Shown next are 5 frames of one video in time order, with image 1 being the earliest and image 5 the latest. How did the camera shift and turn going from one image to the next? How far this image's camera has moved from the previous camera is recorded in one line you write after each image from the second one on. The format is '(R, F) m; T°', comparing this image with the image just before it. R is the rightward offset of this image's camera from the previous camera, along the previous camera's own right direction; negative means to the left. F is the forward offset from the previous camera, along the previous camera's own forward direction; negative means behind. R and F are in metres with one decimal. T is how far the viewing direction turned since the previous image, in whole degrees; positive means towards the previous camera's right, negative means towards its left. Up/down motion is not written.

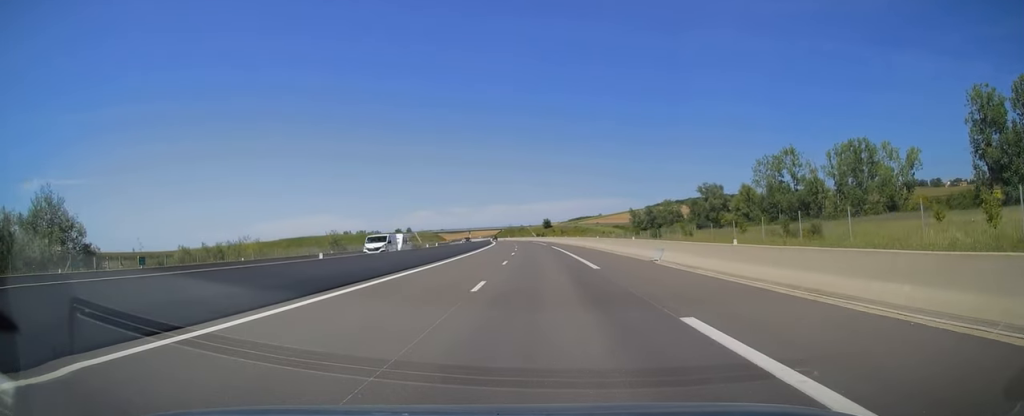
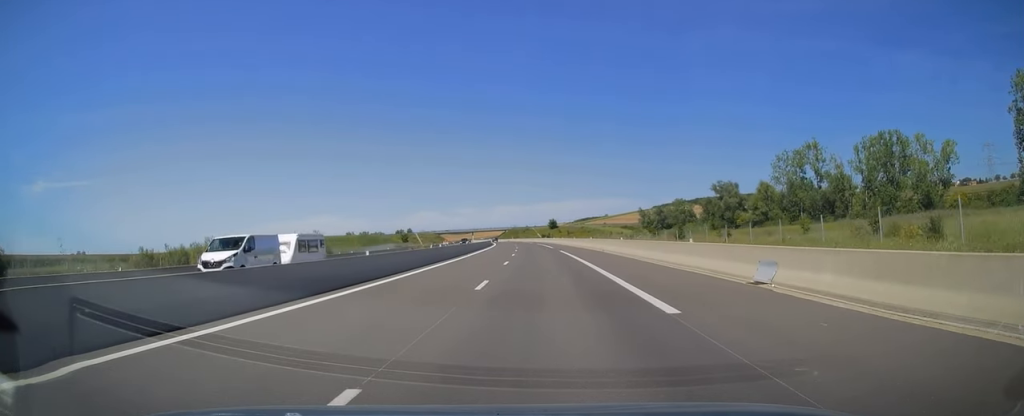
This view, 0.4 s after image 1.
(-0.1, +12.3) m; 0°
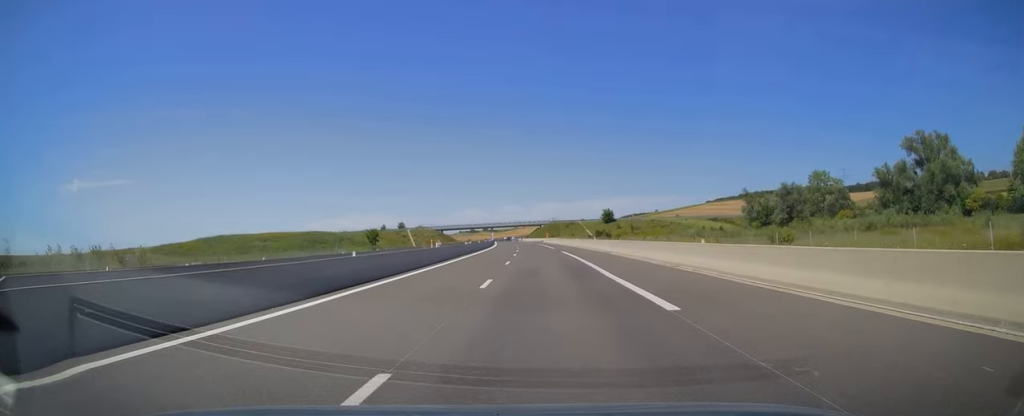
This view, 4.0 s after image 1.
(-3.5, +104.1) m; -4°
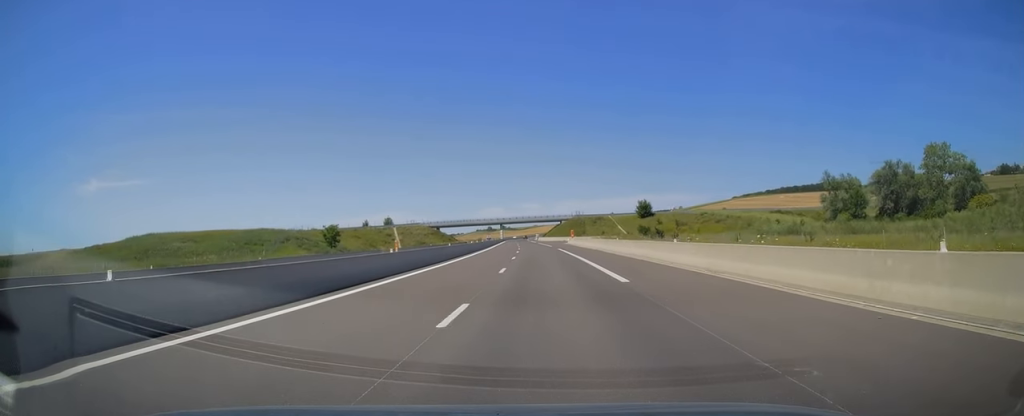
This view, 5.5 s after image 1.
(-0.7, +46.1) m; -2°
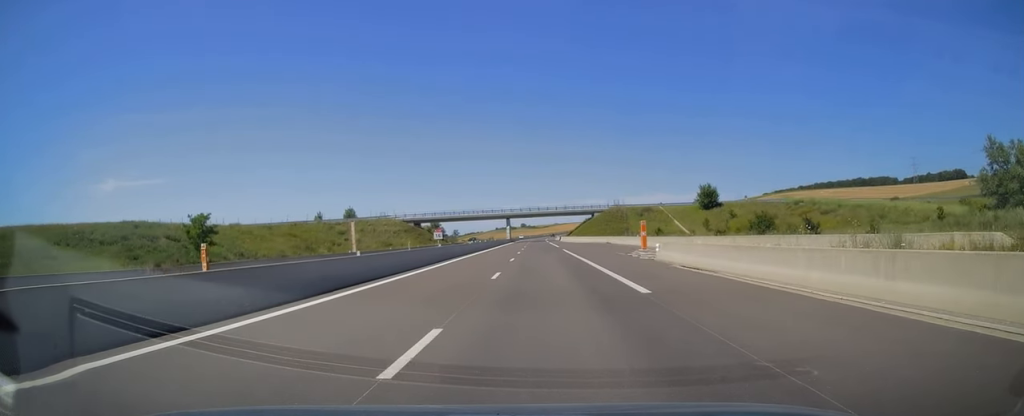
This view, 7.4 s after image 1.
(-1.0, +55.6) m; -2°
